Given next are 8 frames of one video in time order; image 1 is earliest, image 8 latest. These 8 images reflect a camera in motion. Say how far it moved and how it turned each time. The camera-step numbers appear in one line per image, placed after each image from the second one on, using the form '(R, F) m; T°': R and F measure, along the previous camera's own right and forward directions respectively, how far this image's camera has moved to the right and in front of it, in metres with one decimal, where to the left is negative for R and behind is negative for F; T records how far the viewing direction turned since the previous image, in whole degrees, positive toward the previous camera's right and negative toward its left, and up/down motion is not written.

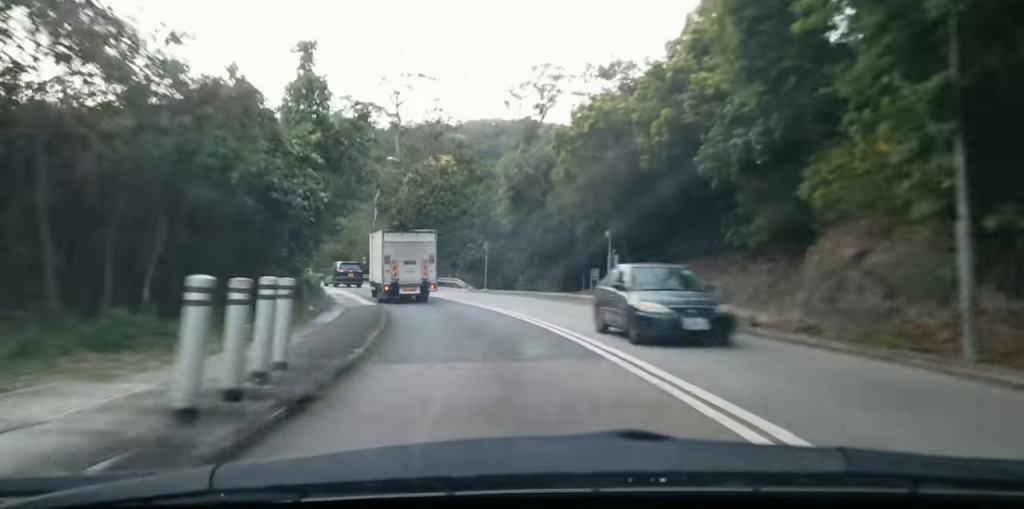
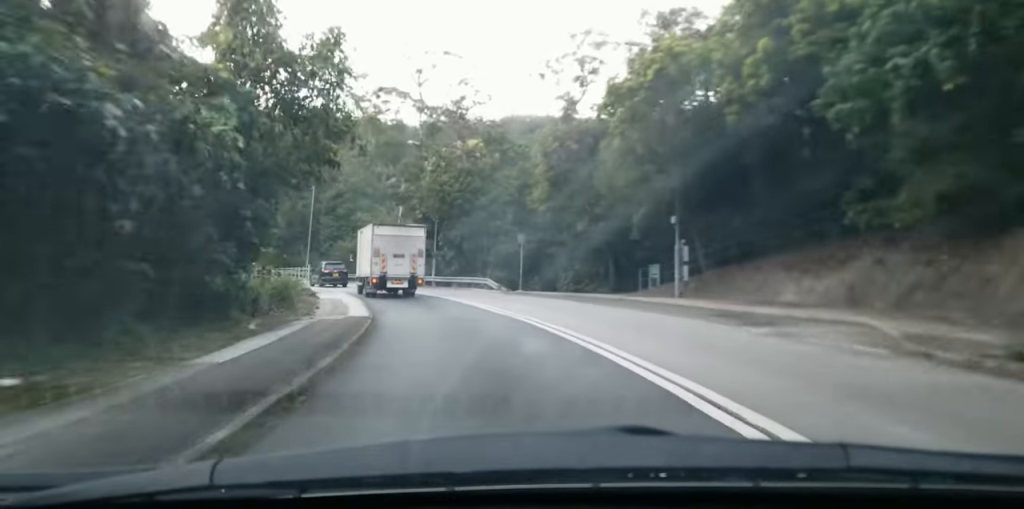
(-0.2, +8.3) m; -3°
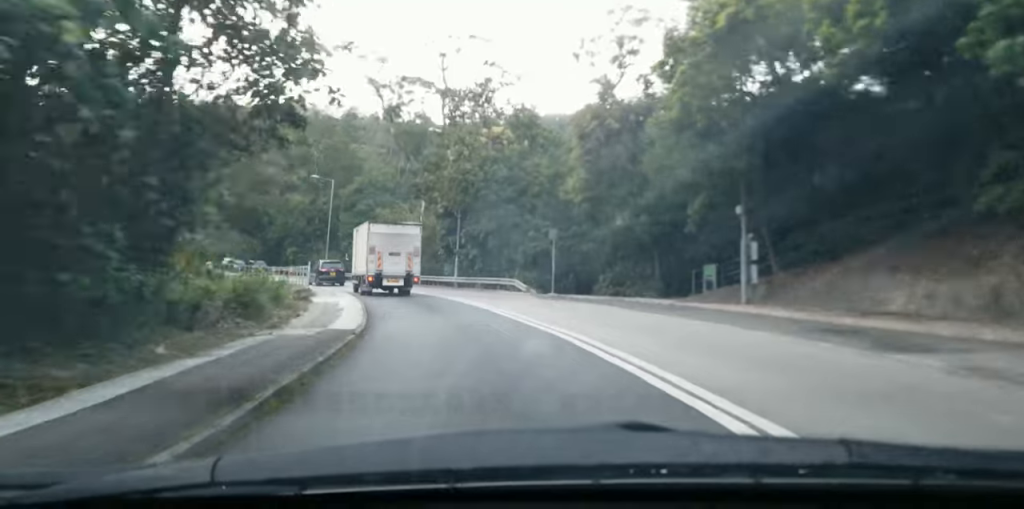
(-0.3, +5.7) m; -2°
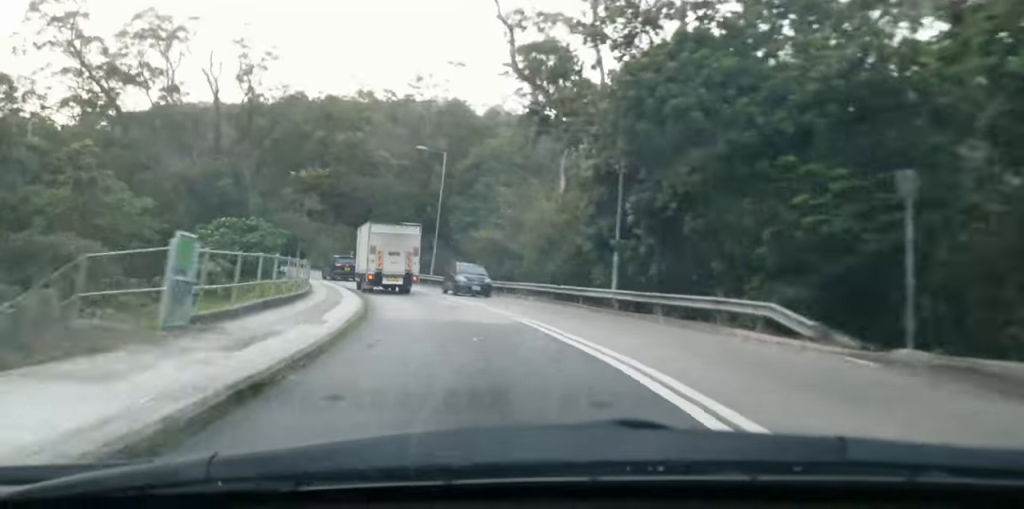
(-0.9, +22.3) m; -9°
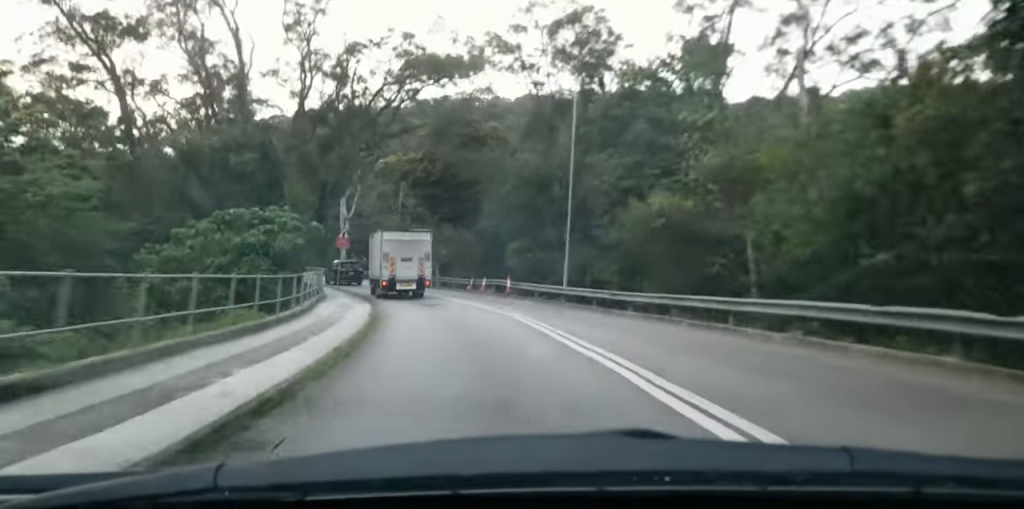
(-3.6, +22.8) m; -14°
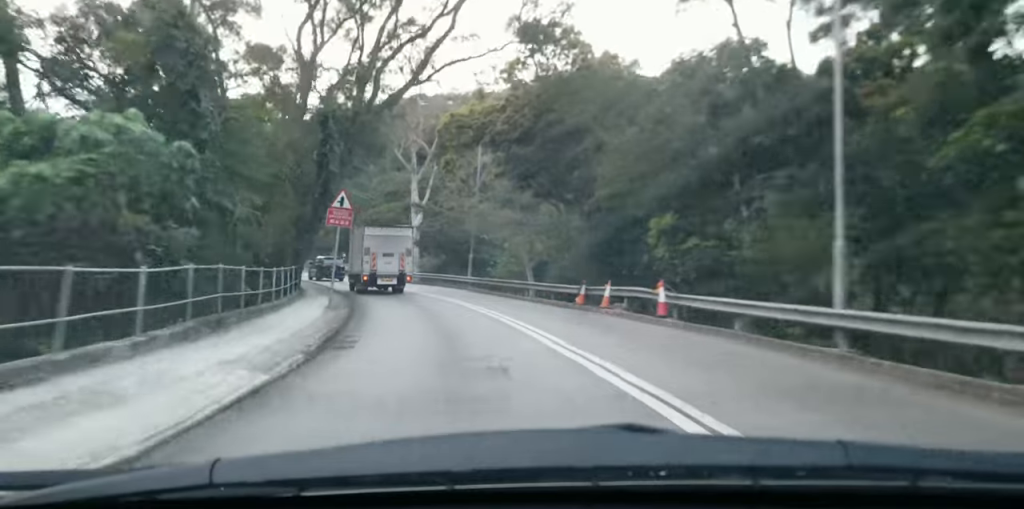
(0.0, +20.7) m; -8°
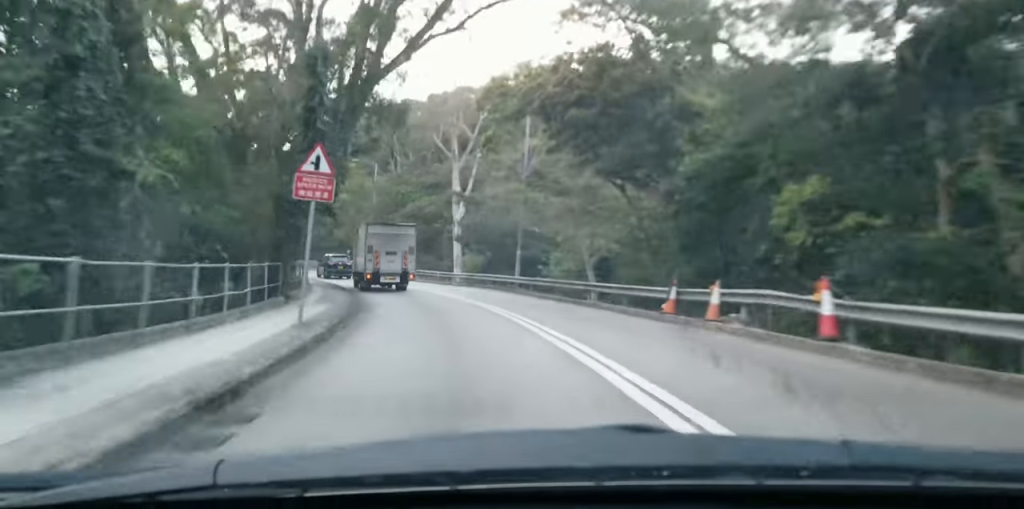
(-0.8, +7.7) m; -6°
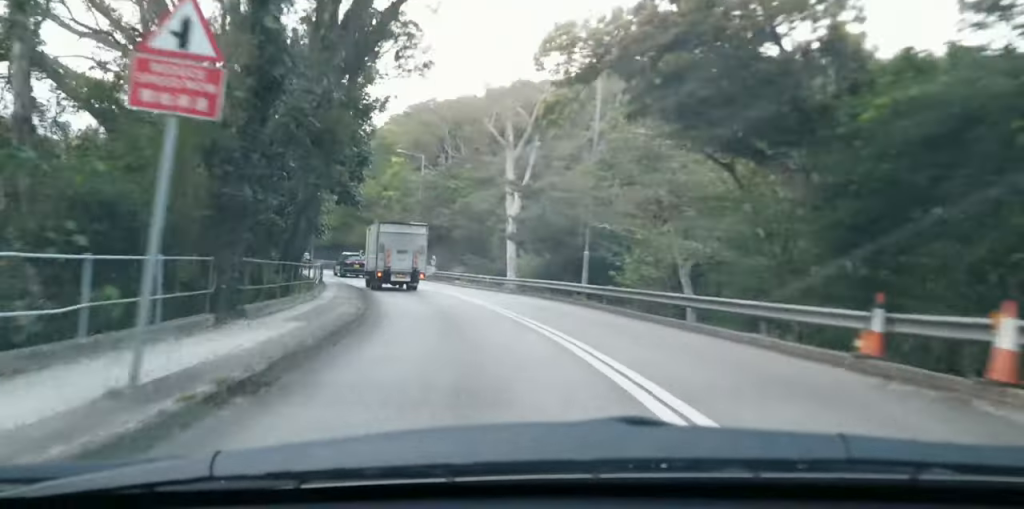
(-0.8, +8.3) m; -6°
